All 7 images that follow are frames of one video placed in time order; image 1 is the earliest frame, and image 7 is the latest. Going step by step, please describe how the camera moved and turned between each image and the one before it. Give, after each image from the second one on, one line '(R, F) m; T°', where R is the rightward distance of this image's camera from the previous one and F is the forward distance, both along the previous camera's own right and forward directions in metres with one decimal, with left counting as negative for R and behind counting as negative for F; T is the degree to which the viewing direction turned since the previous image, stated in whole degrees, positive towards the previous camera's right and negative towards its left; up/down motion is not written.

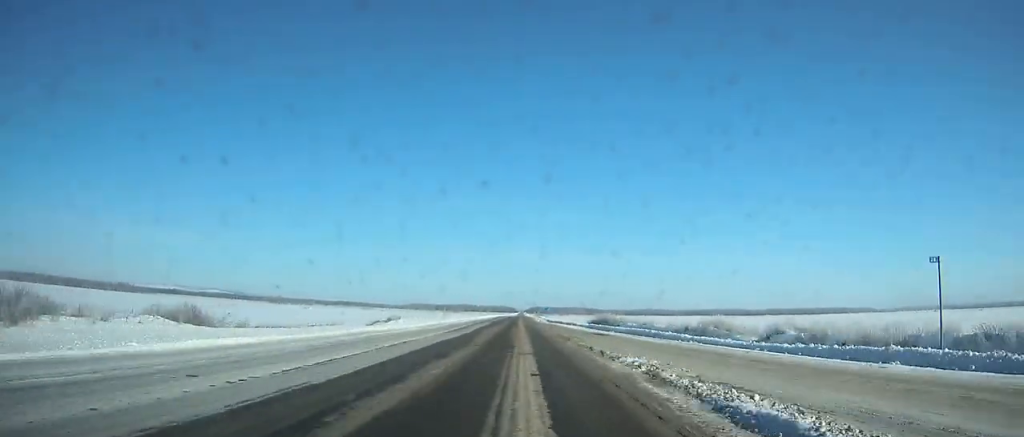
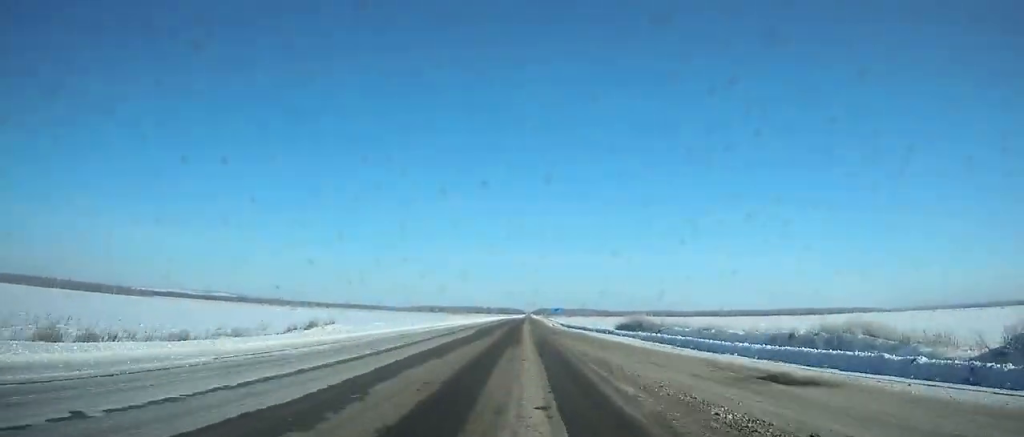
(+0.1, +26.4) m; 0°
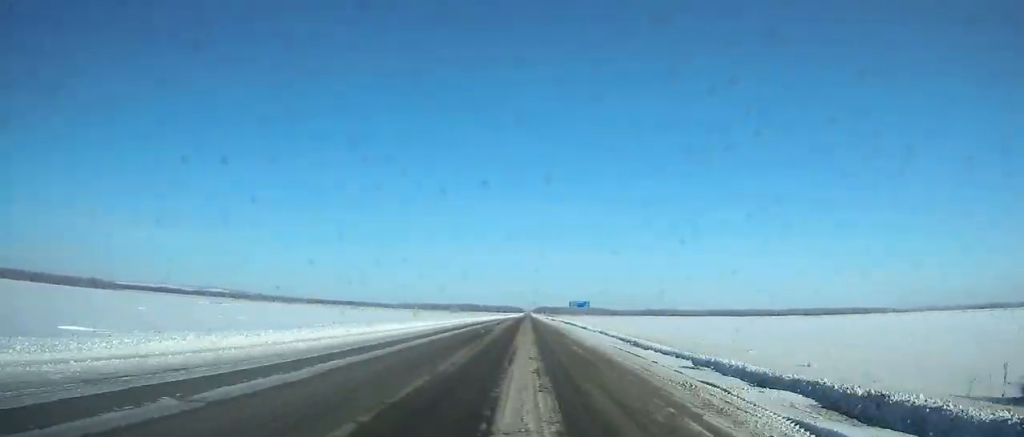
(-0.5, +73.3) m; 0°
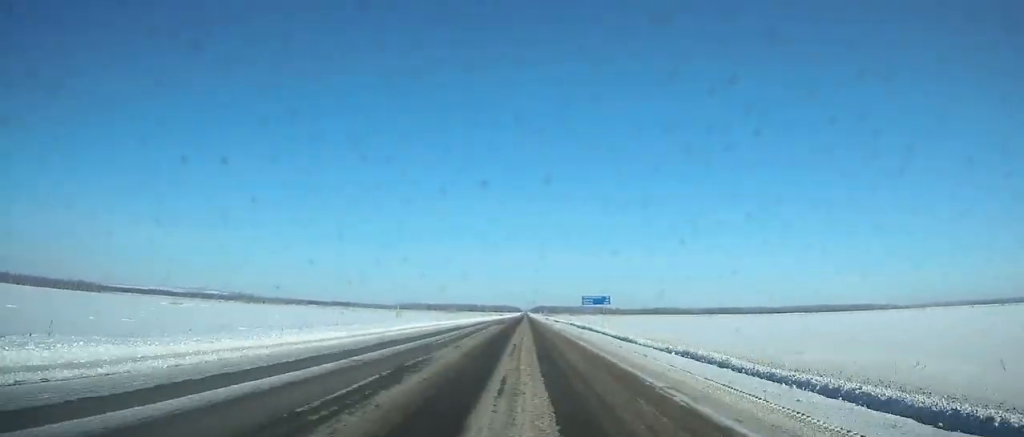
(+0.1, +24.6) m; 0°
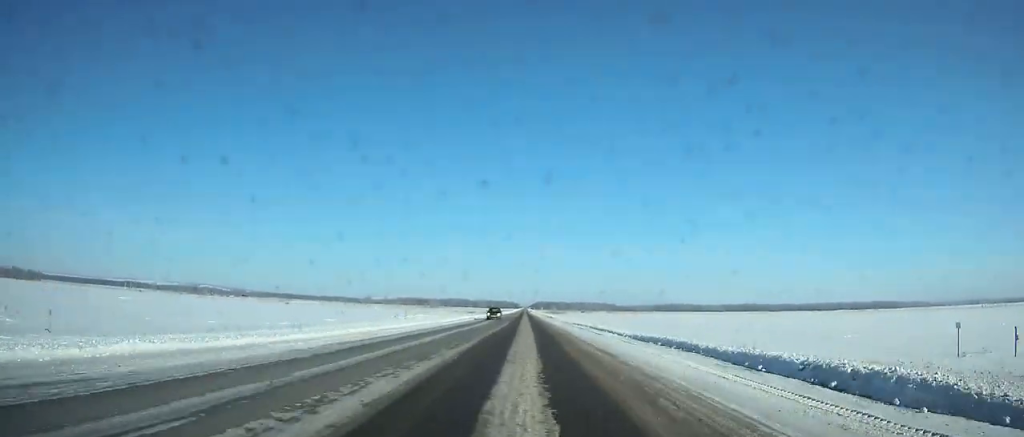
(+0.2, +153.3) m; 0°
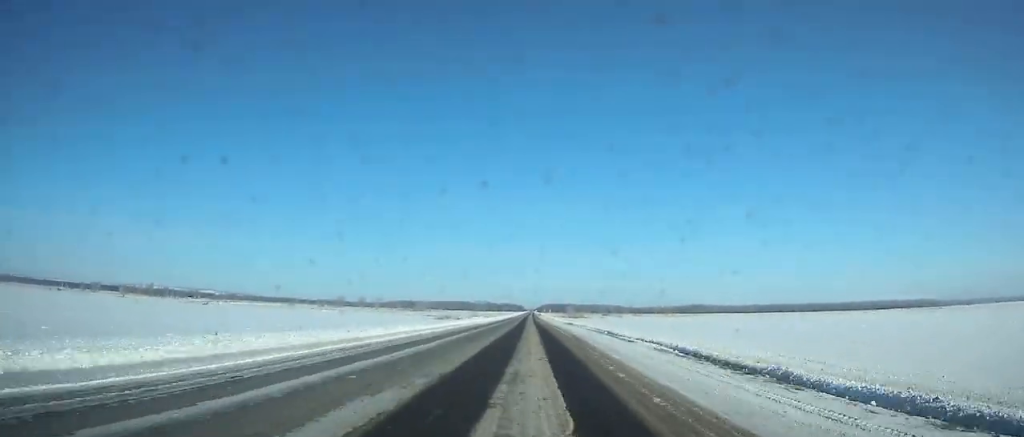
(-0.2, +114.6) m; 0°
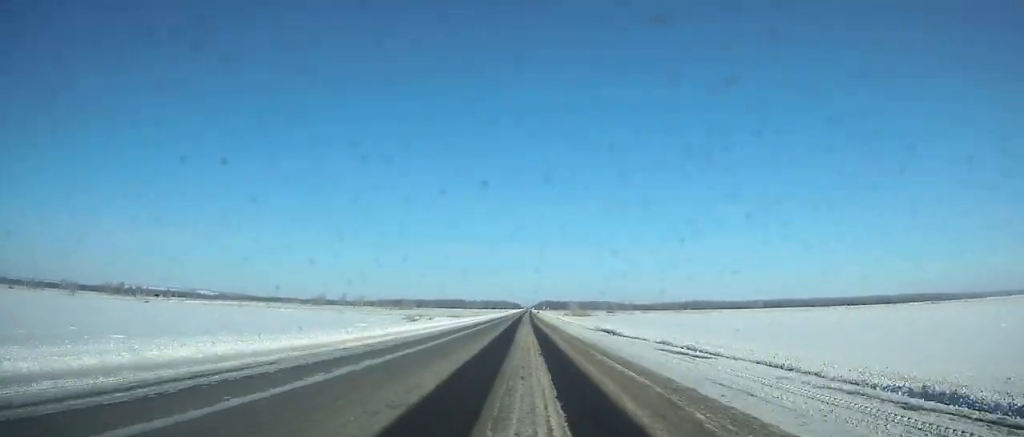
(0.0, +47.1) m; 0°
